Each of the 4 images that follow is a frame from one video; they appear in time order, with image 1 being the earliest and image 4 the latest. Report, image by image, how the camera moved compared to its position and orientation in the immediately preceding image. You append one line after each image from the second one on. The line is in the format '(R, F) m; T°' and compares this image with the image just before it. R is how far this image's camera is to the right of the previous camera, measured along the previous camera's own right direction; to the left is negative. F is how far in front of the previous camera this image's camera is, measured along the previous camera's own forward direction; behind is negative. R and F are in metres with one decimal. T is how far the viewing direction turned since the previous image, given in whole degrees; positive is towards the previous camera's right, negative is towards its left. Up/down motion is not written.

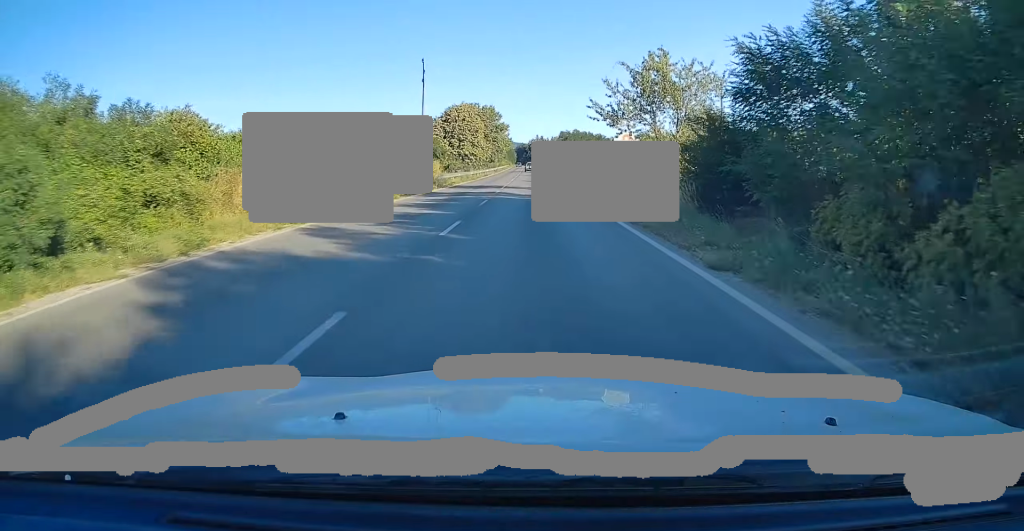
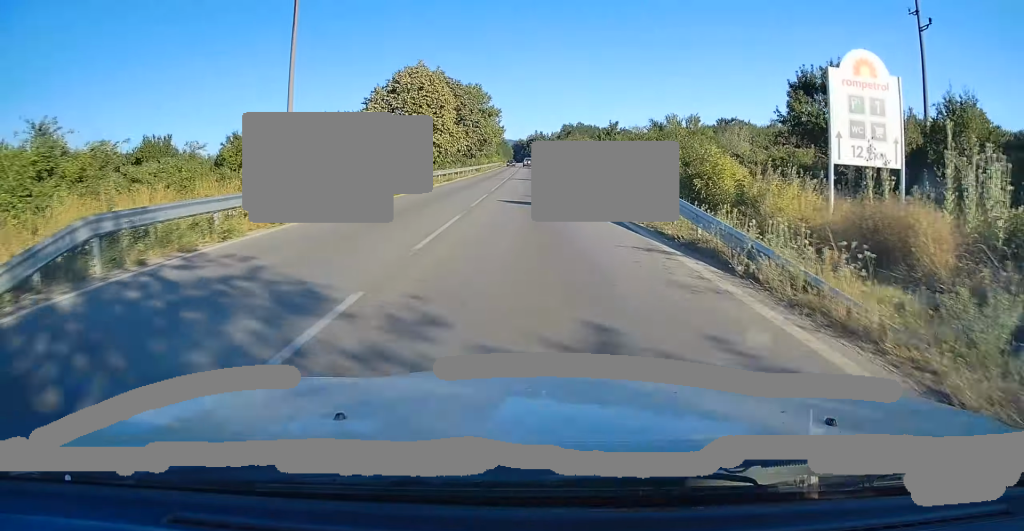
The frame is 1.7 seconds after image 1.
(-0.2, +35.0) m; 0°
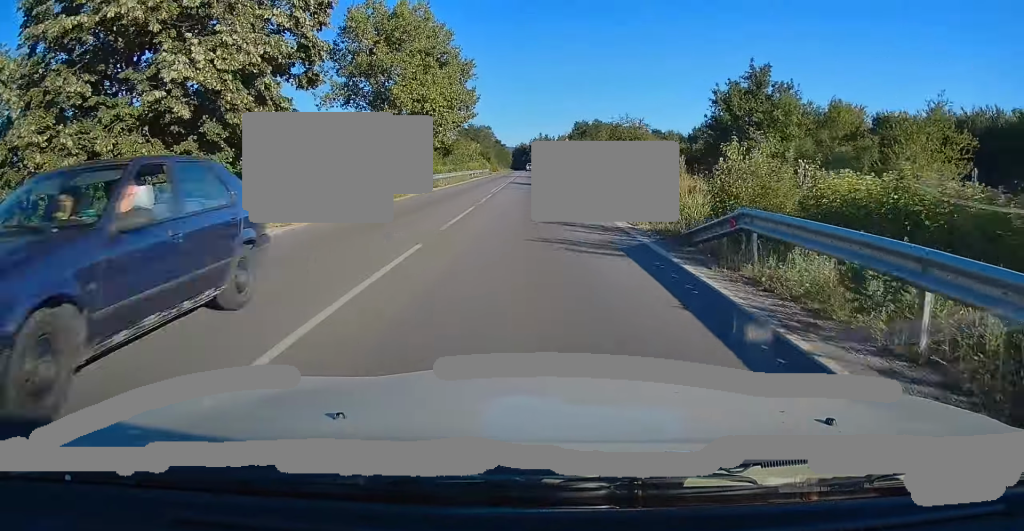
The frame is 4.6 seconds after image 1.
(+0.2, +59.5) m; -1°
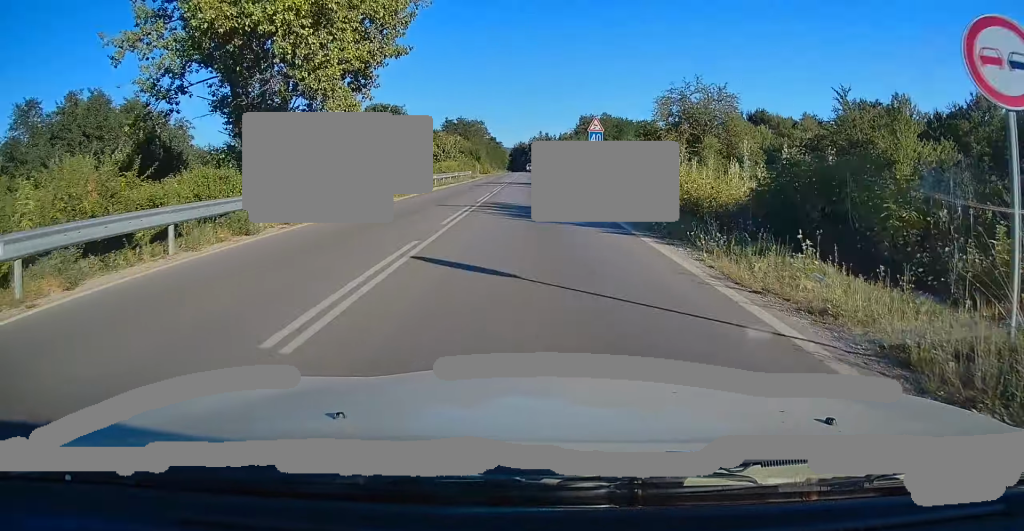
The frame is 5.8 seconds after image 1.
(+0.2, +26.6) m; +1°
